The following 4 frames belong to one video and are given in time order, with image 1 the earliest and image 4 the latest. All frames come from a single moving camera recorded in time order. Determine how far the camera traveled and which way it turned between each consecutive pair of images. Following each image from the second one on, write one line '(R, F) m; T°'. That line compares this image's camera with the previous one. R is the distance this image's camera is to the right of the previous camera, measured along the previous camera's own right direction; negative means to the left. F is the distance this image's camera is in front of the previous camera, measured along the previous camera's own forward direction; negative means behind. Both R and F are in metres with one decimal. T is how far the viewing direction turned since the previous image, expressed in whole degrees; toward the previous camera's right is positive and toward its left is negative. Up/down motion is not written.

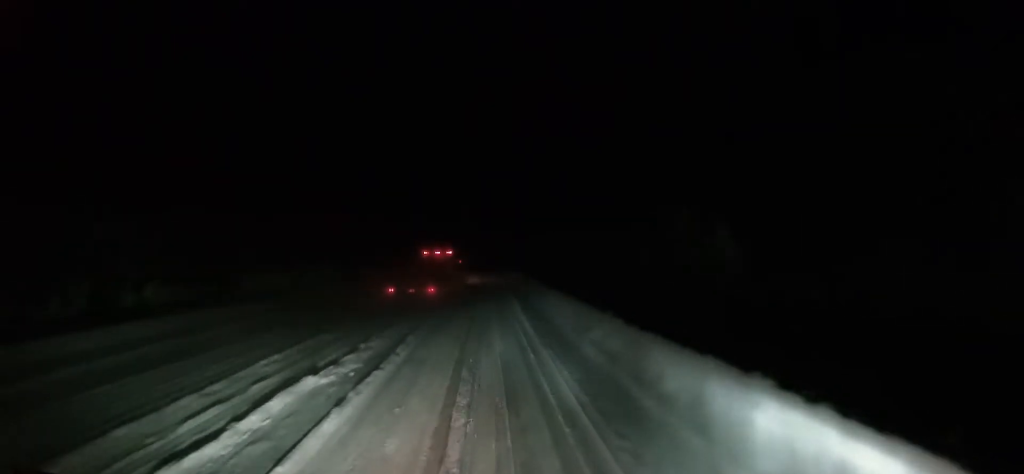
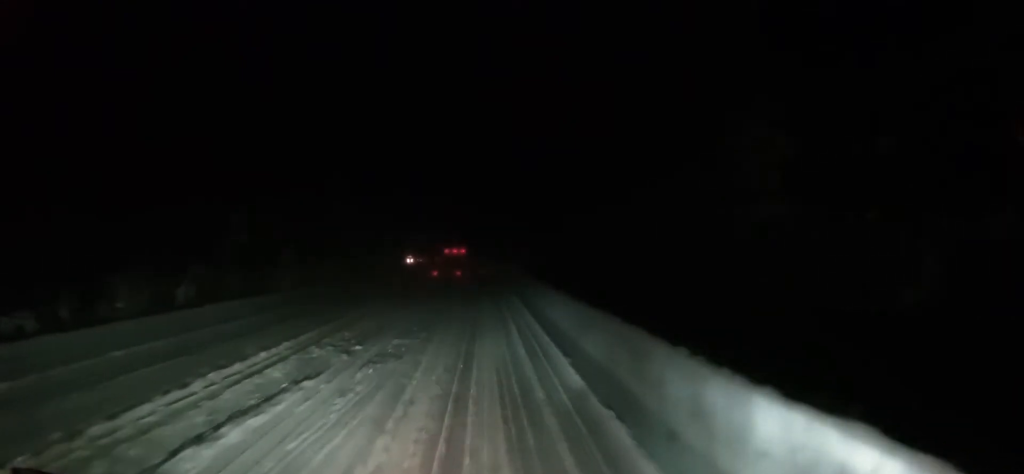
(+0.8, +59.6) m; +2°
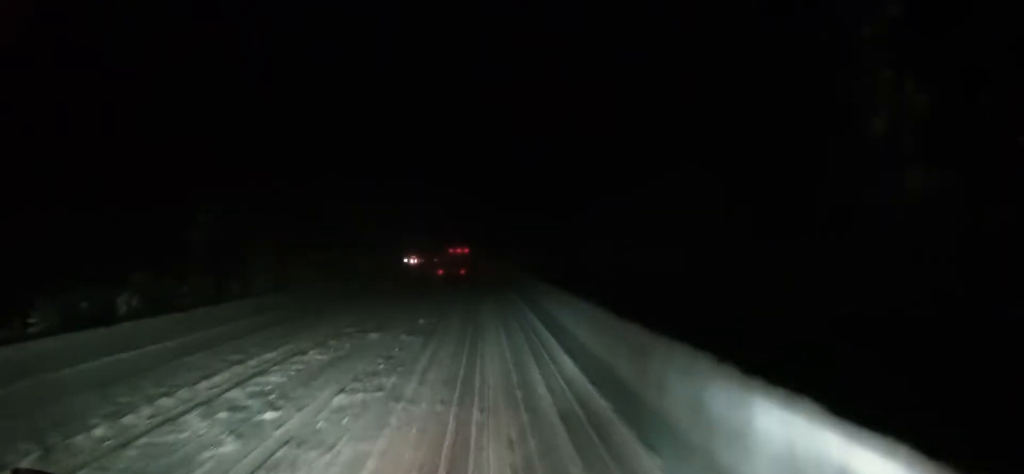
(+0.1, +7.6) m; -1°
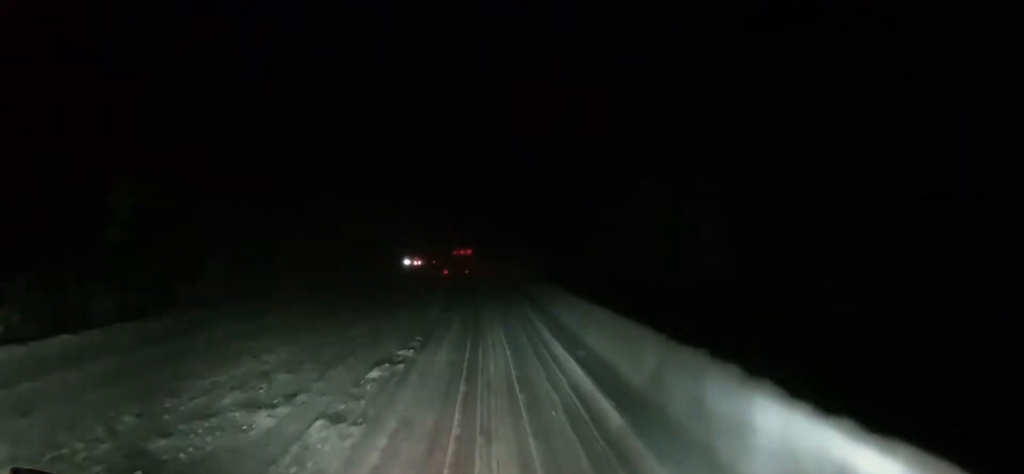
(-0.4, +10.5) m; -2°
